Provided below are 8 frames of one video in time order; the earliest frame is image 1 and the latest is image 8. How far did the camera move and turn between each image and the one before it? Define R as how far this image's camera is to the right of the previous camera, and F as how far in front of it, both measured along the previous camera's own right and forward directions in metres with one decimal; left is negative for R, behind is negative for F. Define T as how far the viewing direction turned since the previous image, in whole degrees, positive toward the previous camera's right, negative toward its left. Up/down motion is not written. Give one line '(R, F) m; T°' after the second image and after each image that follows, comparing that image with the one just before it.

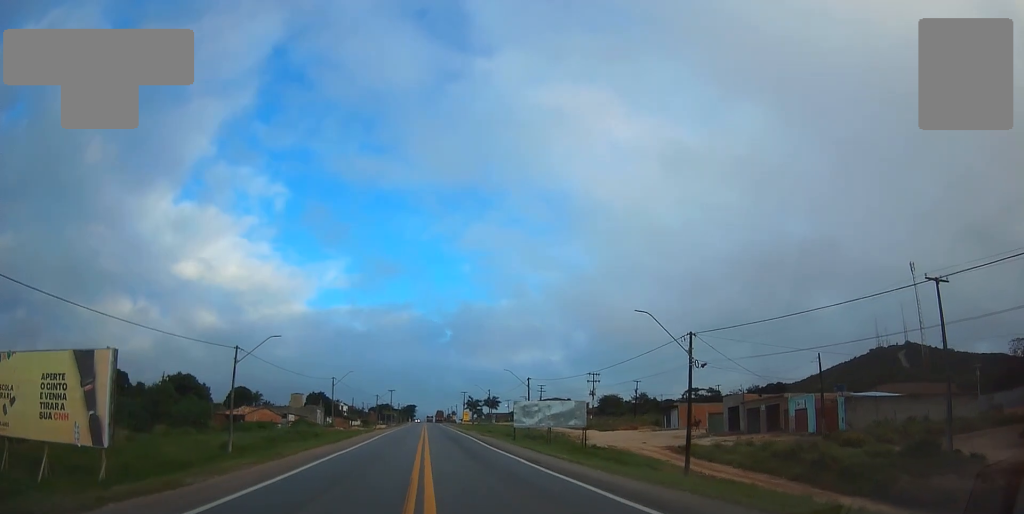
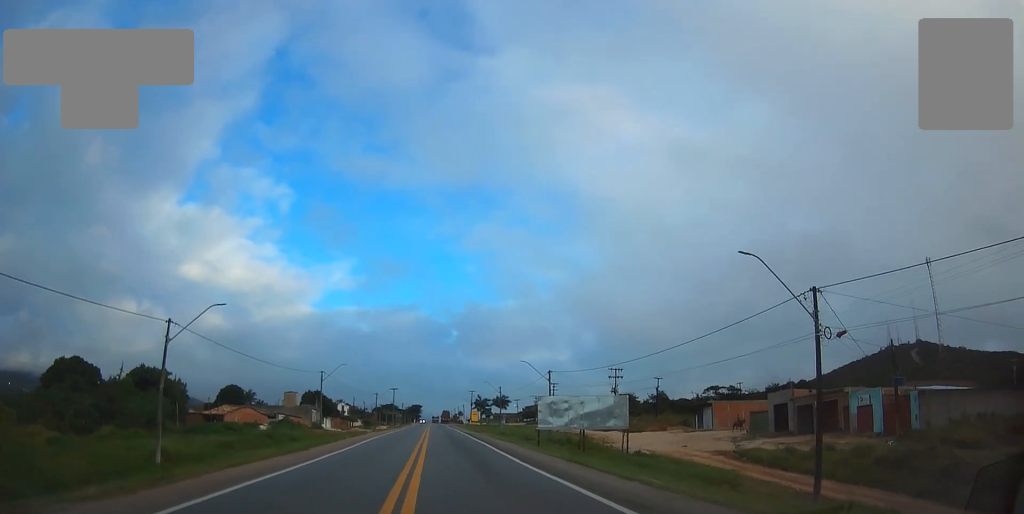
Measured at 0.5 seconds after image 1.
(0.0, +10.5) m; +1°
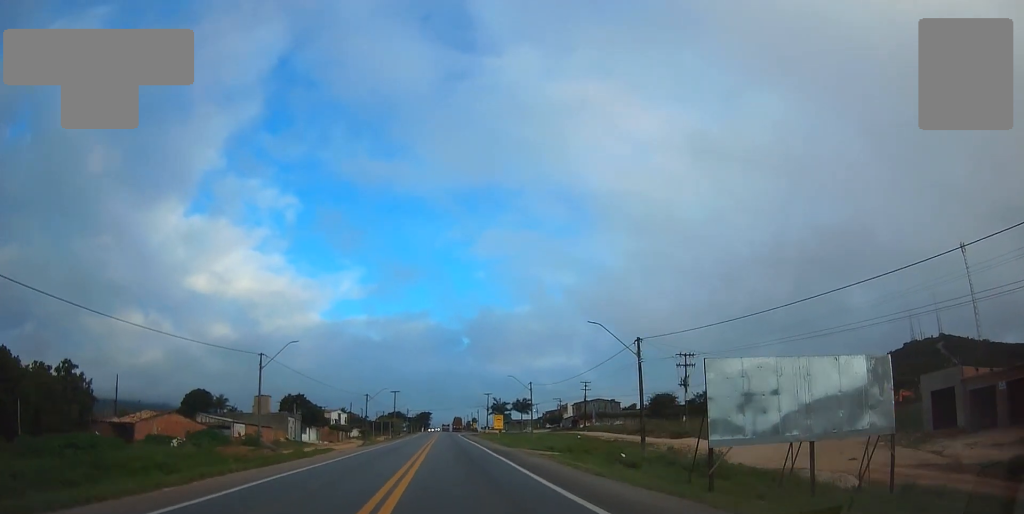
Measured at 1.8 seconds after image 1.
(+0.3, +25.6) m; -1°
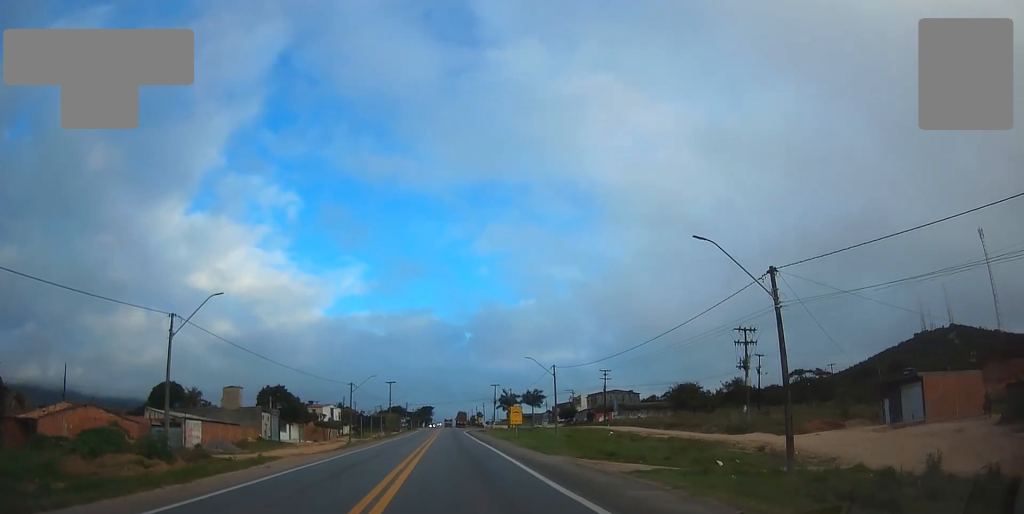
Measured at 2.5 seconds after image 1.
(-0.3, +15.1) m; -1°
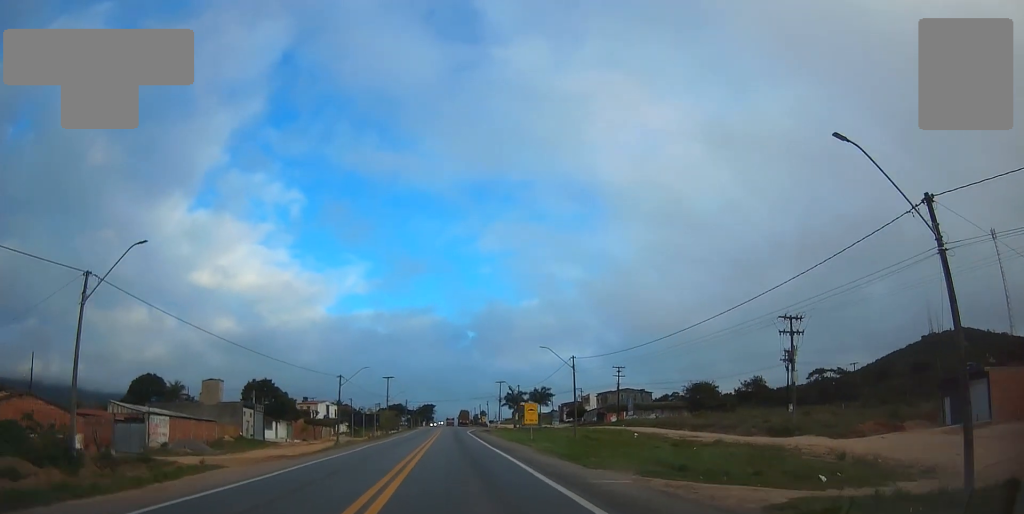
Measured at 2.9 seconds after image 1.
(-0.1, +8.3) m; 0°
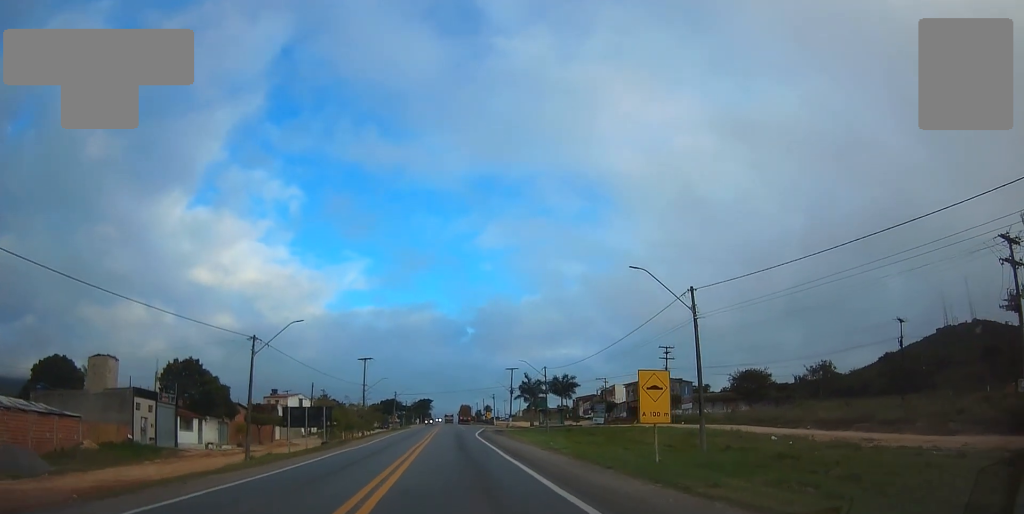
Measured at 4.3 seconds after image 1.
(+0.3, +27.2) m; 0°
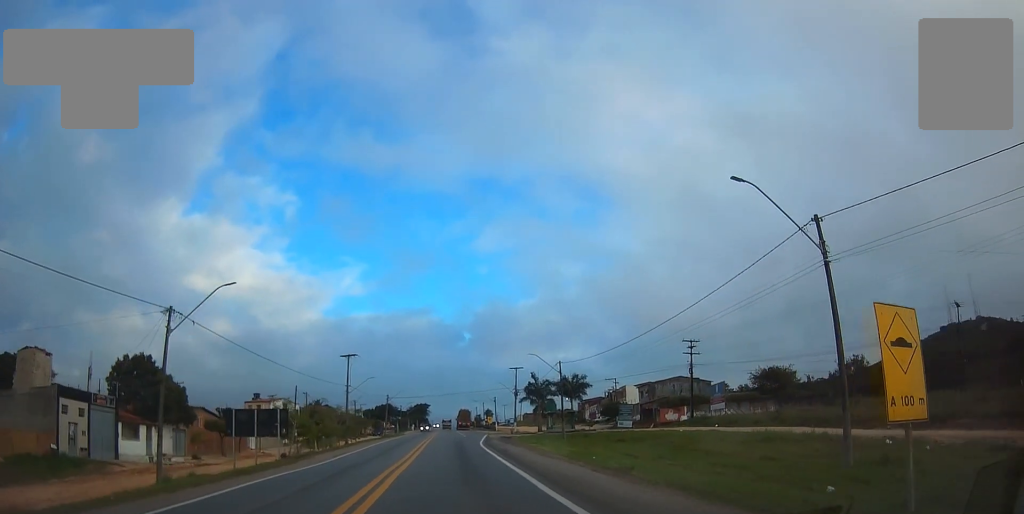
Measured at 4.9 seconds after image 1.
(-0.2, +10.9) m; -1°
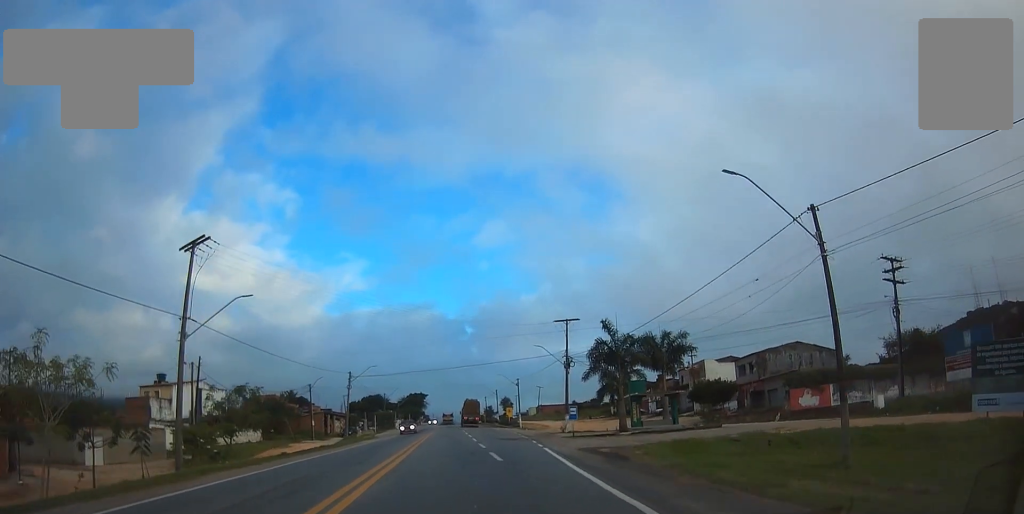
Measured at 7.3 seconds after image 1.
(+0.2, +43.3) m; +1°
